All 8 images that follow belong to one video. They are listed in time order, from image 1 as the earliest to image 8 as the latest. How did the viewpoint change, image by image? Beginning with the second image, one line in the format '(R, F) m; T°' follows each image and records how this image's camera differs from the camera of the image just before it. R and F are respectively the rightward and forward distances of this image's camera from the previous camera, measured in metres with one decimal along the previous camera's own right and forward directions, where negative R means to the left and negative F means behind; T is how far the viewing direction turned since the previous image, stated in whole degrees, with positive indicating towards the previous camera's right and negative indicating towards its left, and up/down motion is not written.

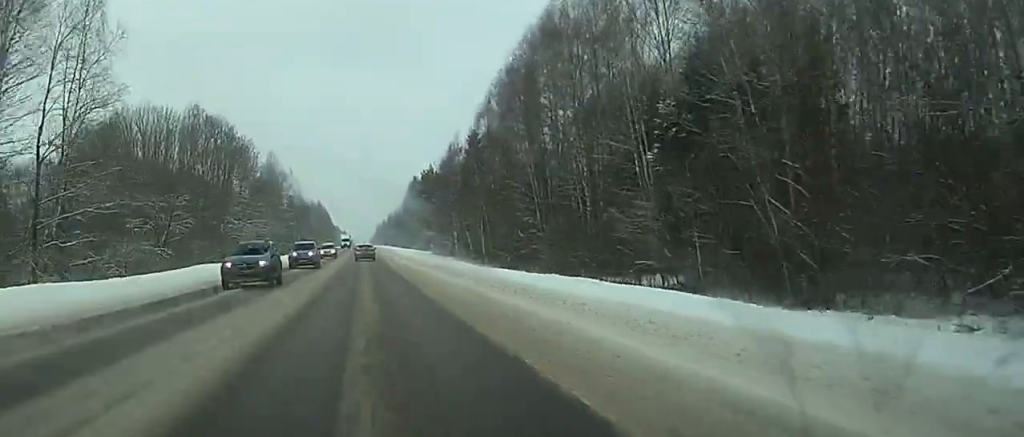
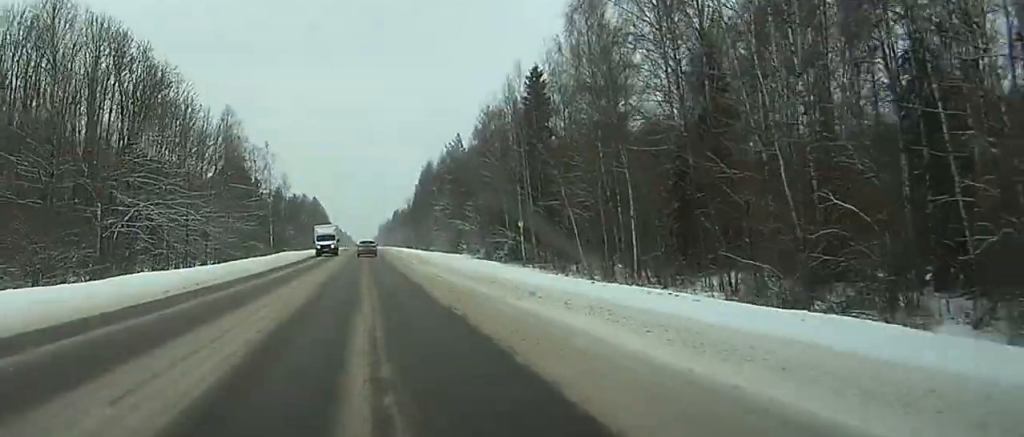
(+1.0, +56.6) m; +1°
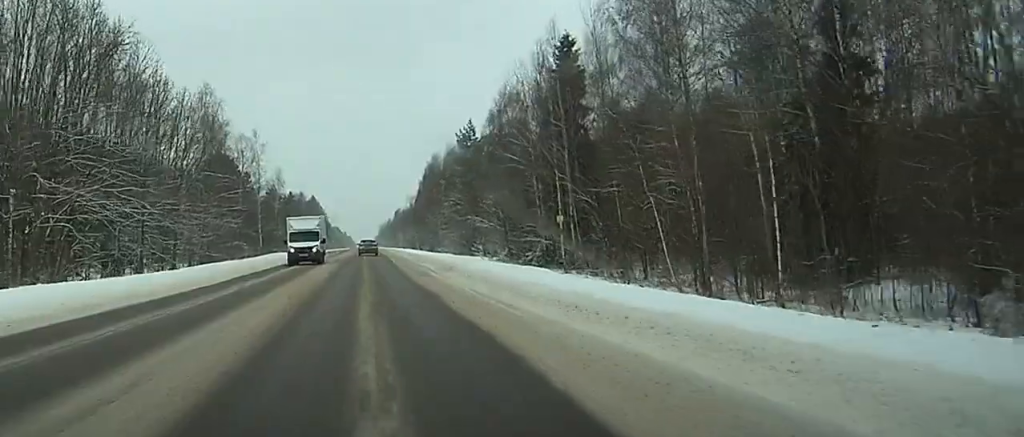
(0.0, +15.9) m; 0°
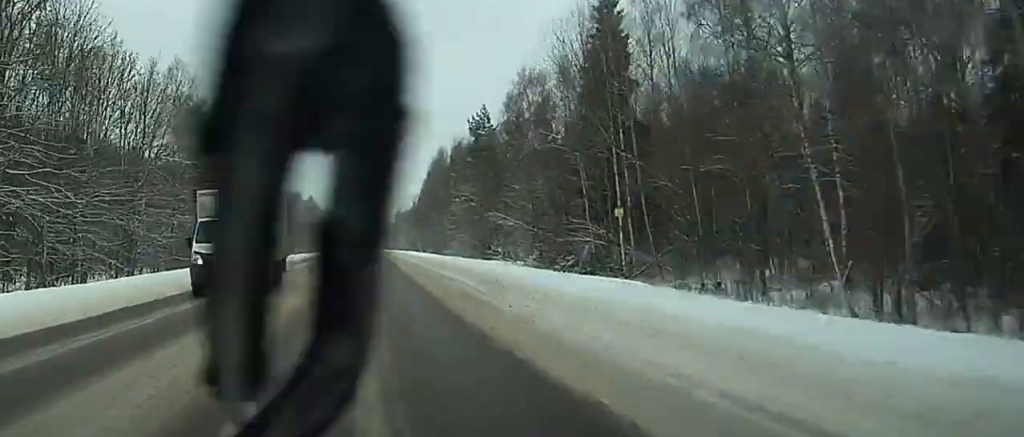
(0.0, +14.6) m; 0°
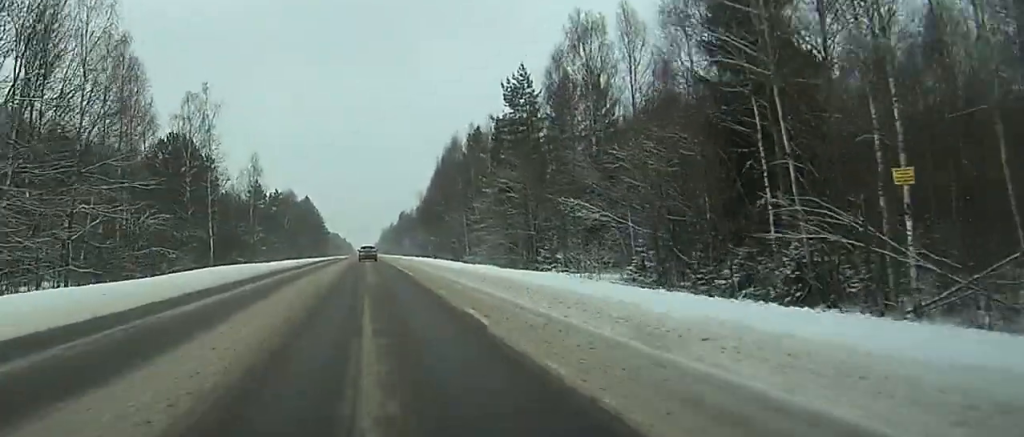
(+0.1, +25.8) m; +1°
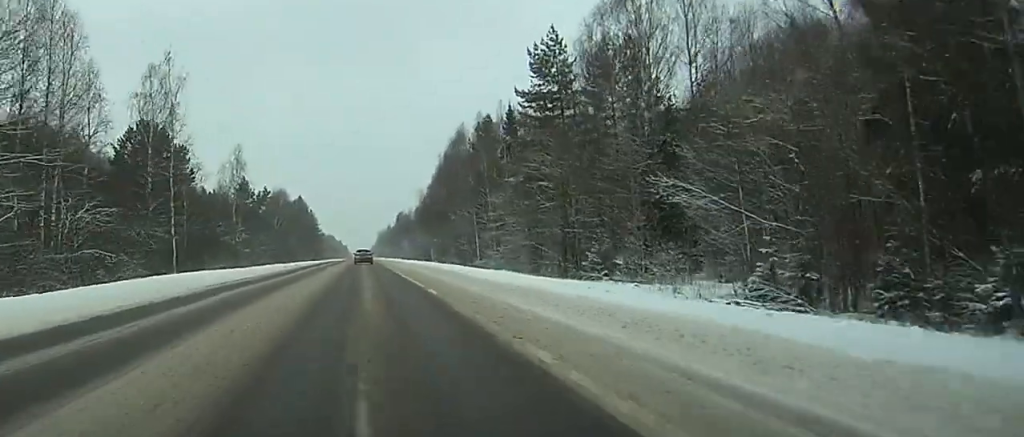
(0.0, +14.5) m; 0°
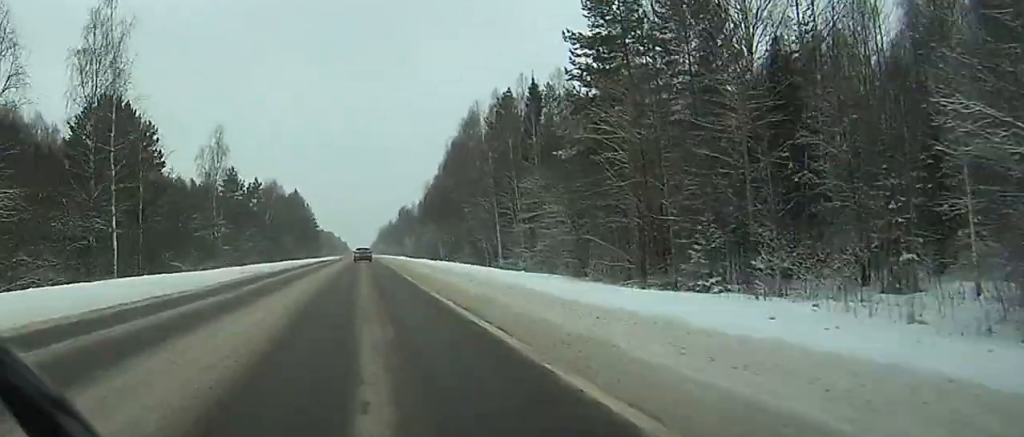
(+0.1, +15.5) m; 0°
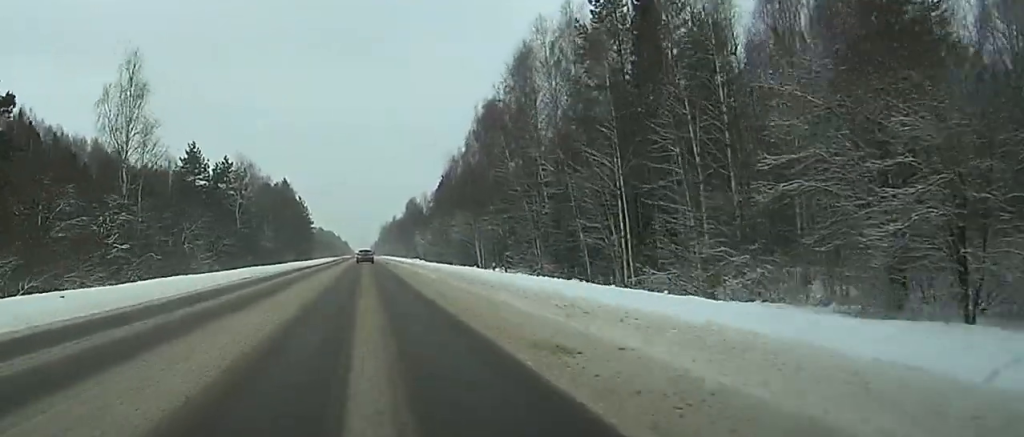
(-0.3, +41.9) m; 0°
